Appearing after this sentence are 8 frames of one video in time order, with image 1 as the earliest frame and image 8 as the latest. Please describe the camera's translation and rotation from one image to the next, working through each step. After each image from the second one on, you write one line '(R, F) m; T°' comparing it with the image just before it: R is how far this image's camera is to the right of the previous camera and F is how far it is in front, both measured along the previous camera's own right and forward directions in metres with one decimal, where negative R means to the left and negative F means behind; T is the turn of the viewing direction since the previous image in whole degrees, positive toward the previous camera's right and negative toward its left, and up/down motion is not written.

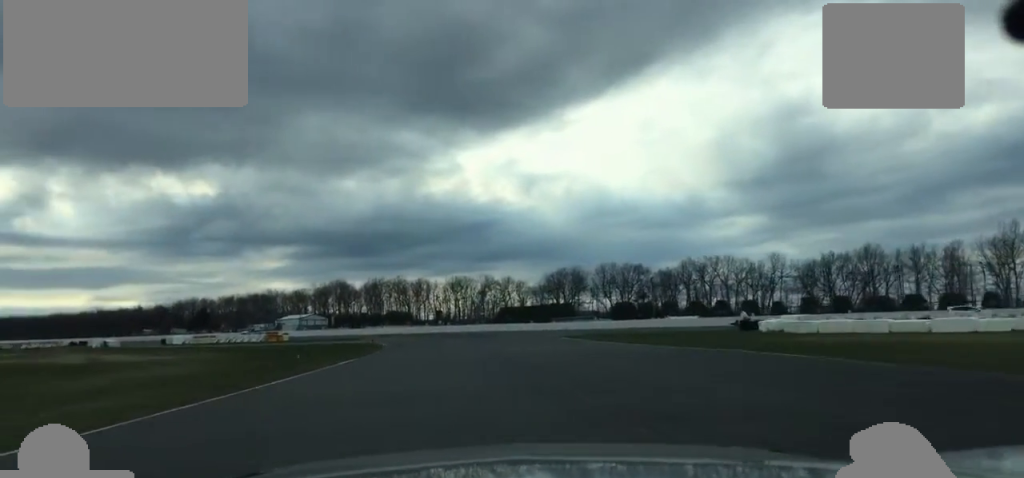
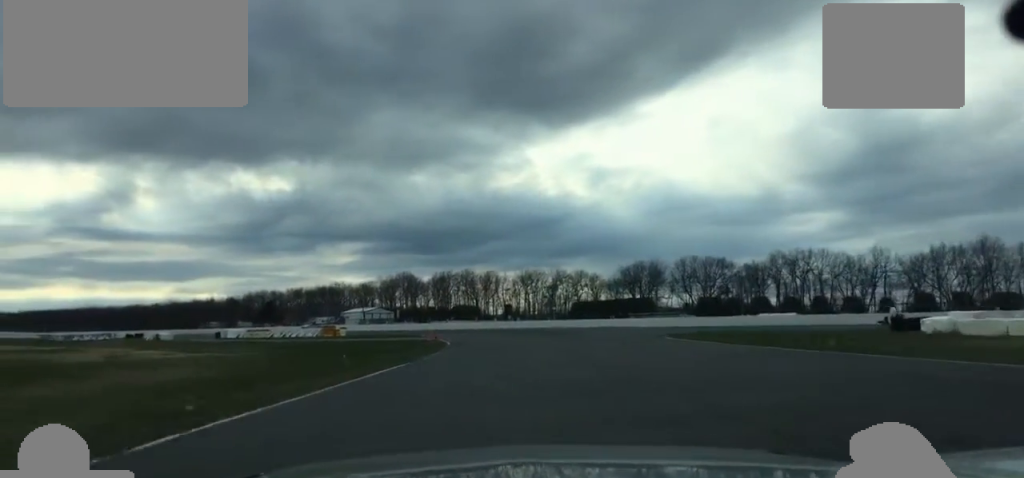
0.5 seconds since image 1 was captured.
(-0.6, +11.4) m; -4°
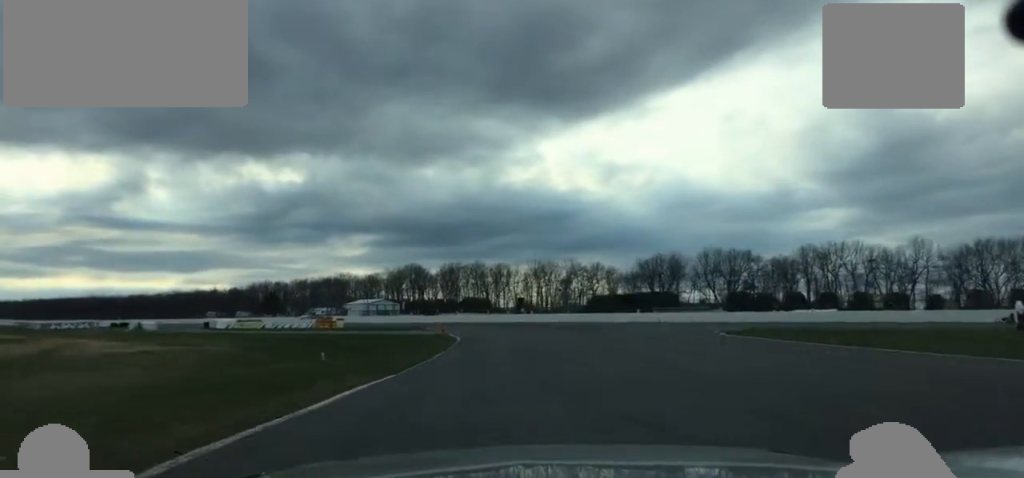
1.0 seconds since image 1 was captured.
(-0.6, +10.4) m; -1°
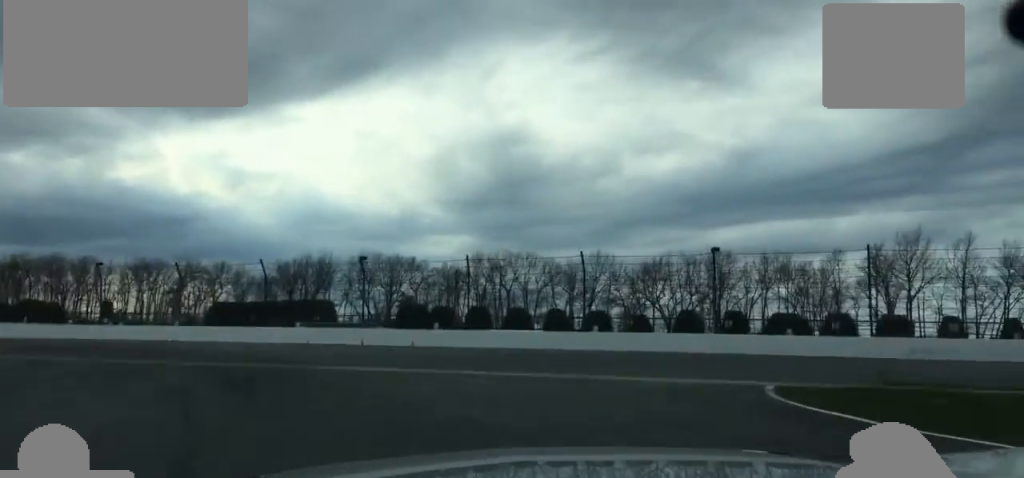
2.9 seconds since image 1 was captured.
(+3.9, +37.7) m; +24°
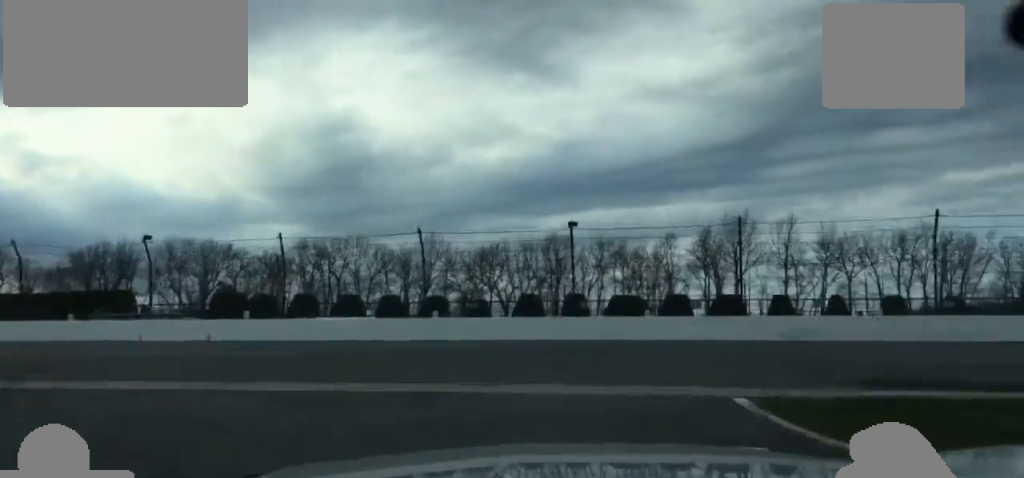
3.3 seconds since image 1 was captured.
(-0.4, +7.8) m; +10°
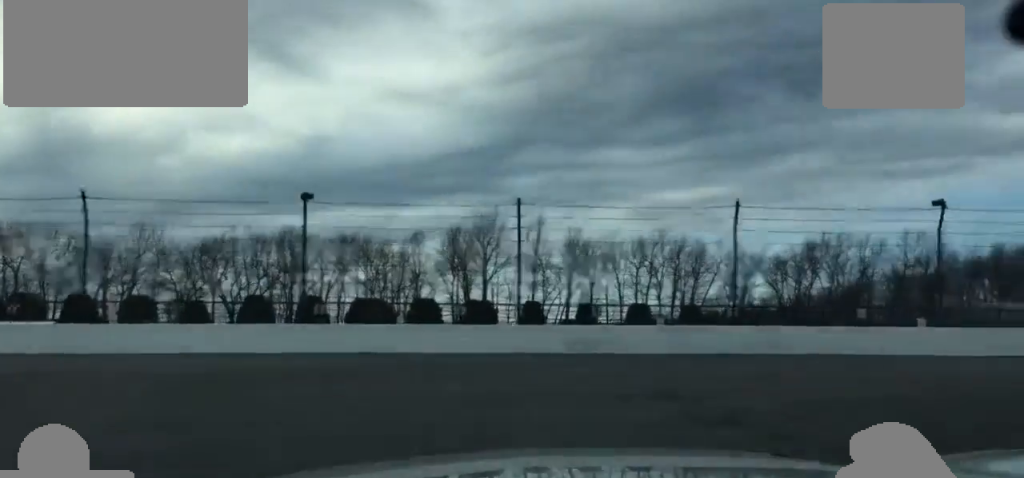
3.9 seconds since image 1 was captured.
(+2.4, +8.9) m; +18°
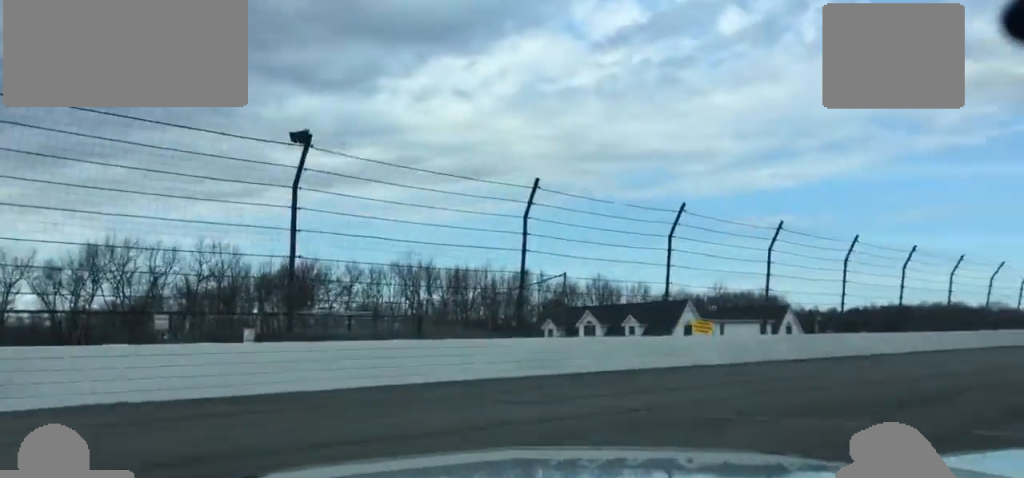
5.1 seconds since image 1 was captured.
(+5.7, +16.8) m; +42°
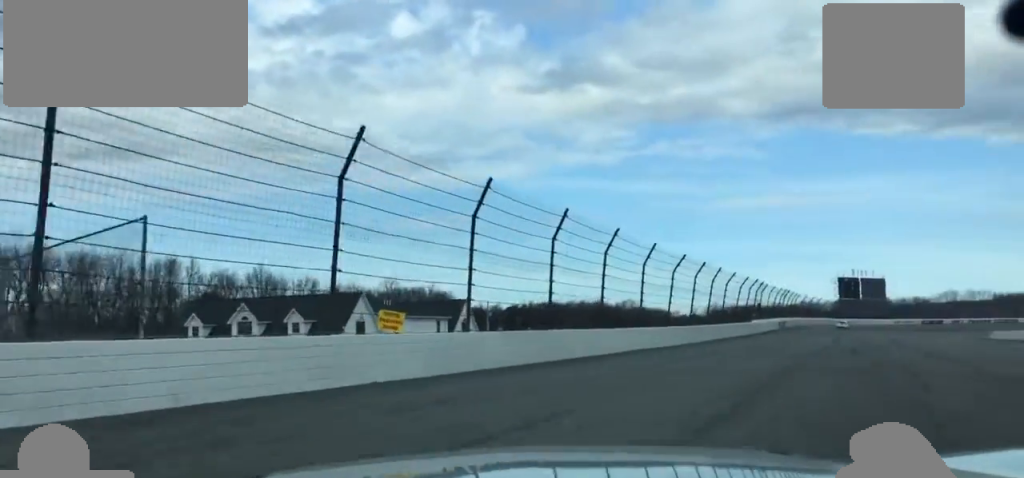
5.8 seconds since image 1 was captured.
(+3.2, +11.0) m; +20°
